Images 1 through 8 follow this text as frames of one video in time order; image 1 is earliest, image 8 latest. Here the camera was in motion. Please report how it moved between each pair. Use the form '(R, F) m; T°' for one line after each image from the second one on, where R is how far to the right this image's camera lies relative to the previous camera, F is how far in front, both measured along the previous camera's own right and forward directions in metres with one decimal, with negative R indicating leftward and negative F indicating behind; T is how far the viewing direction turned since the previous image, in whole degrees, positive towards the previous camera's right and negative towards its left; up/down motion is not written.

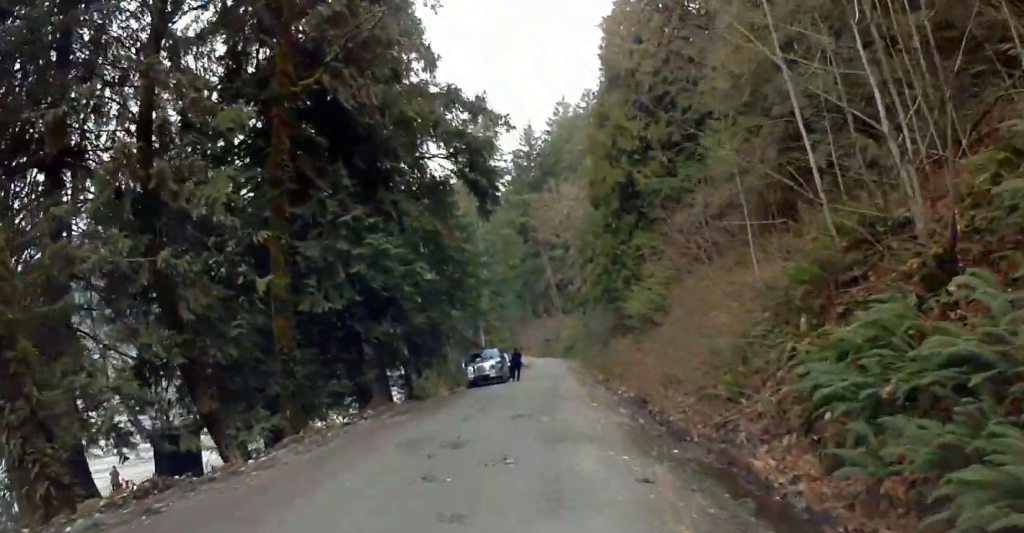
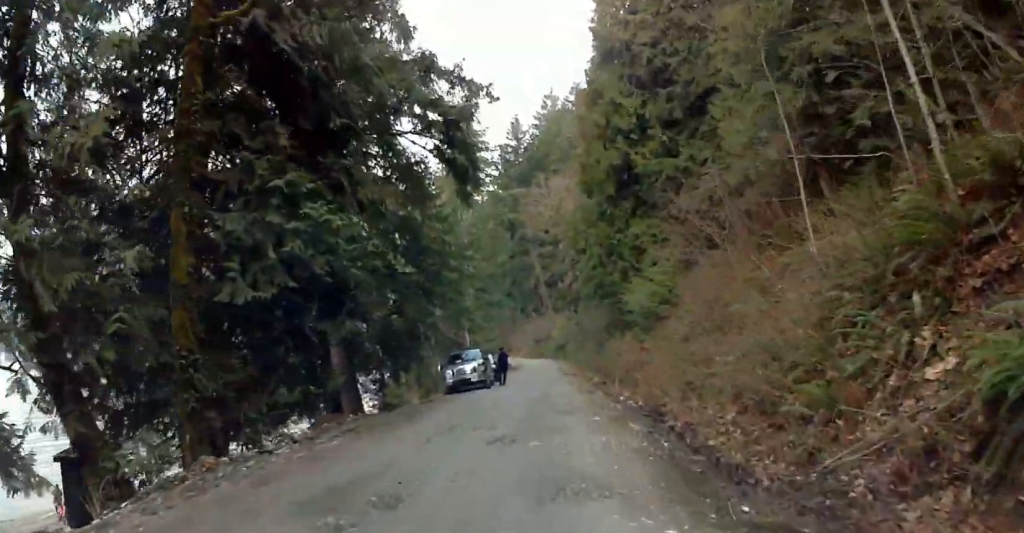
(-0.1, +5.2) m; +2°
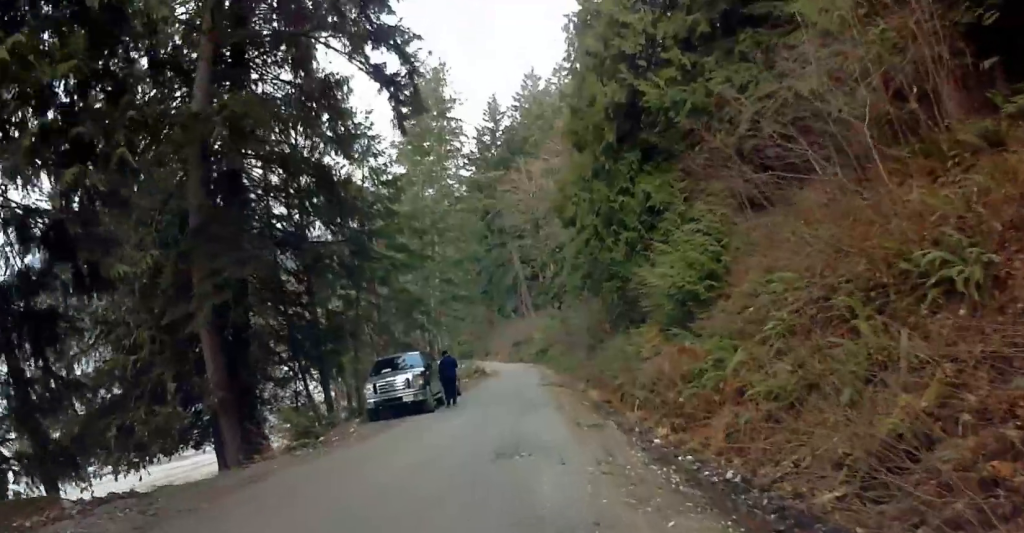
(+0.5, +13.8) m; +1°
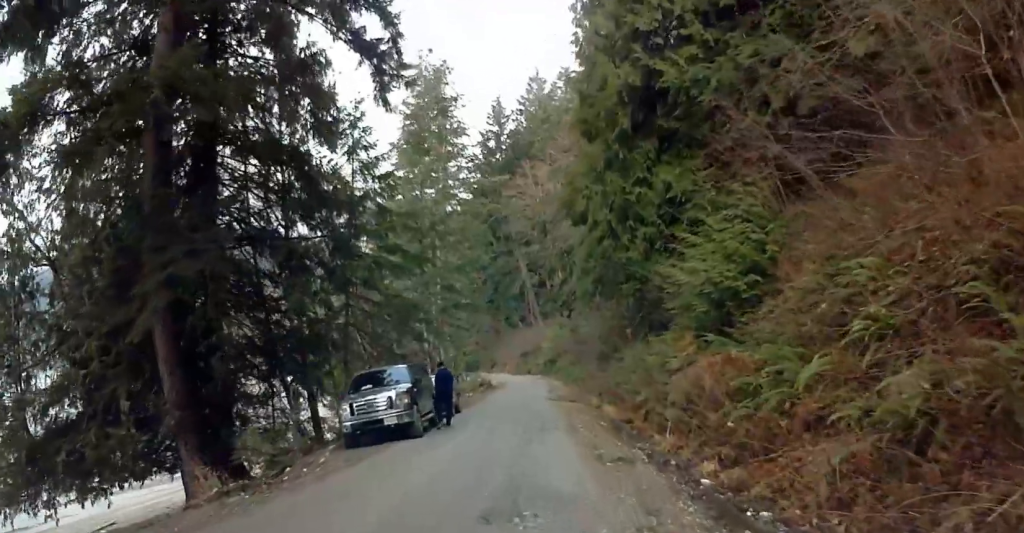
(0.0, +3.9) m; -1°
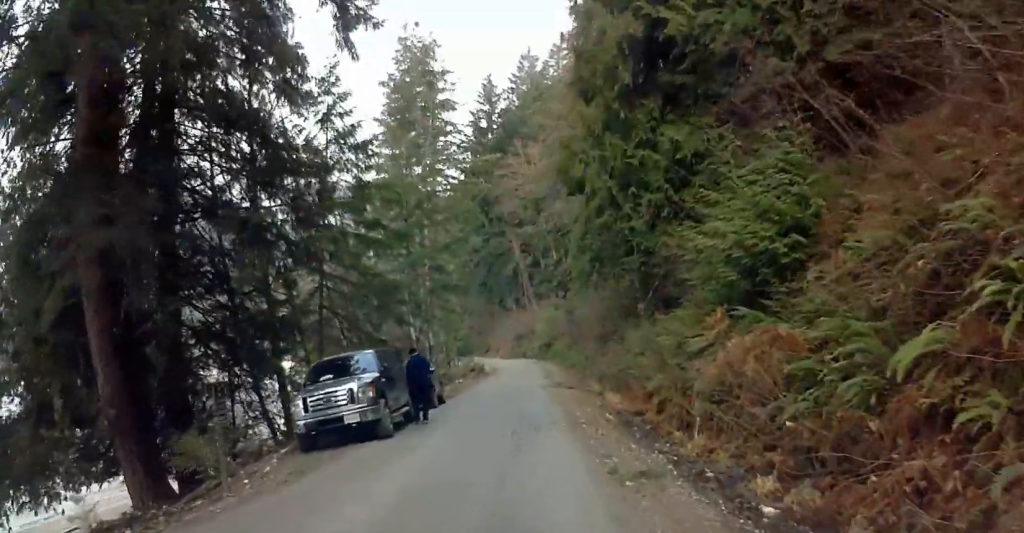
(0.0, +3.5) m; -1°
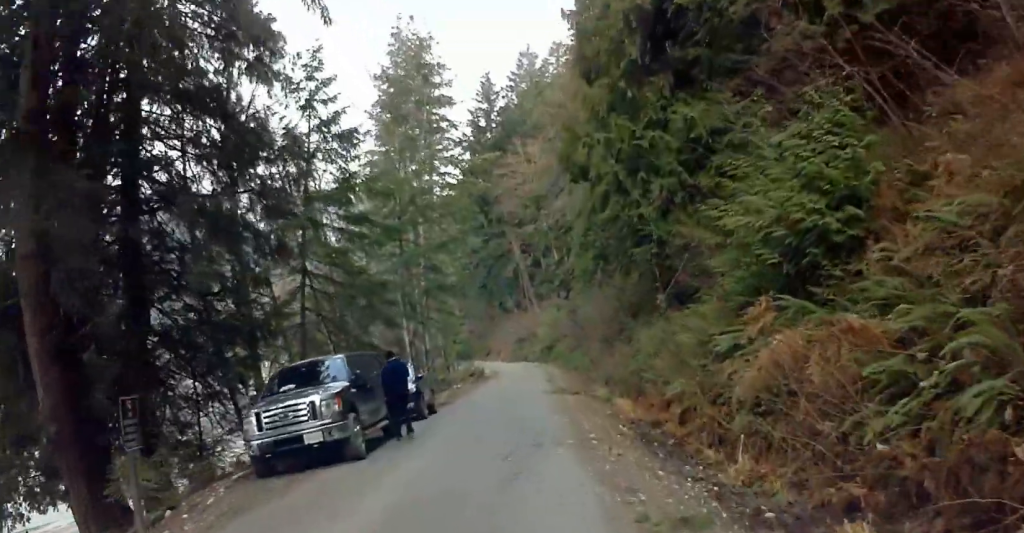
(-0.1, +2.6) m; +1°
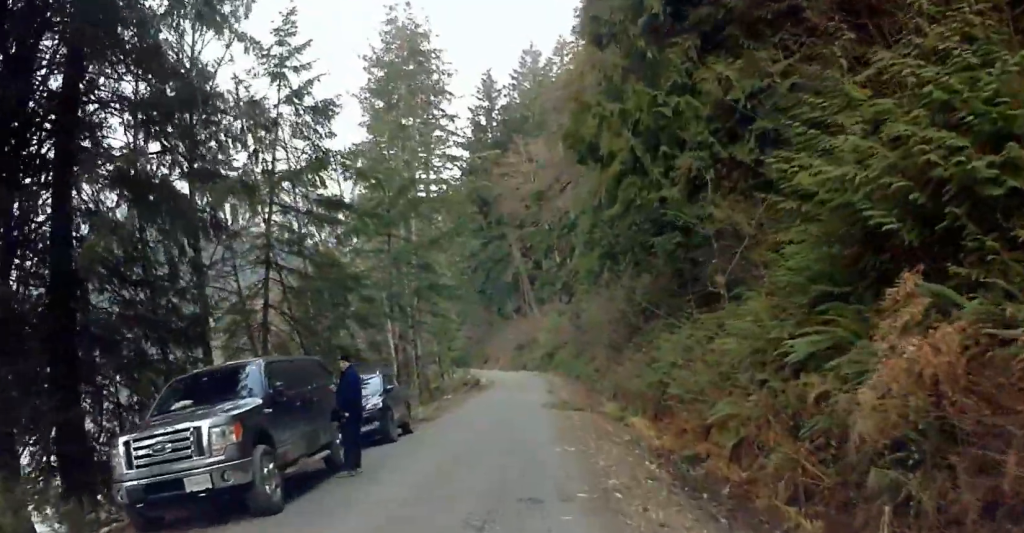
(-0.1, +4.2) m; +1°
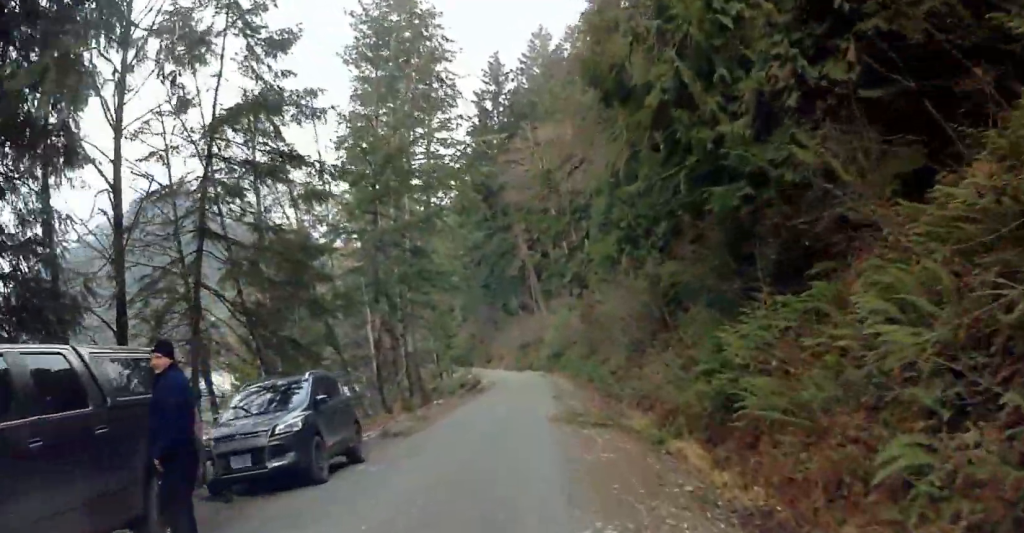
(+0.3, +6.2) m; +1°
